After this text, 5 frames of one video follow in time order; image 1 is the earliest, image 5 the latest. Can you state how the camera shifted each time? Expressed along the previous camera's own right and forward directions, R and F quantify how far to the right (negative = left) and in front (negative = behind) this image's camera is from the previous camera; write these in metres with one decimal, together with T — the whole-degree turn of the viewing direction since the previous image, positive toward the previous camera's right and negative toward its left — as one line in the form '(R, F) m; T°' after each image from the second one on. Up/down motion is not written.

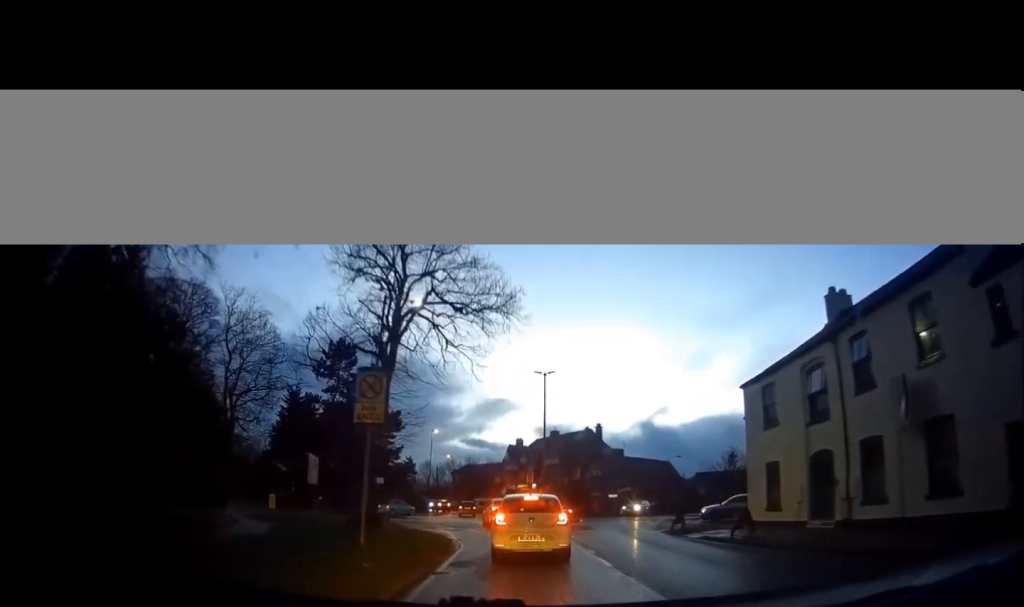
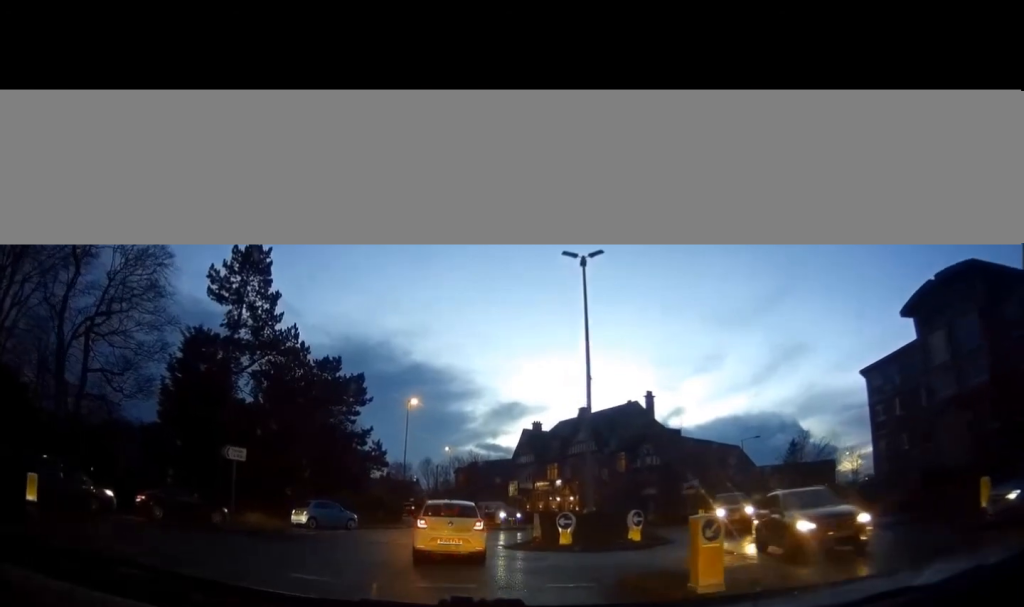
(+0.3, +20.7) m; -2°
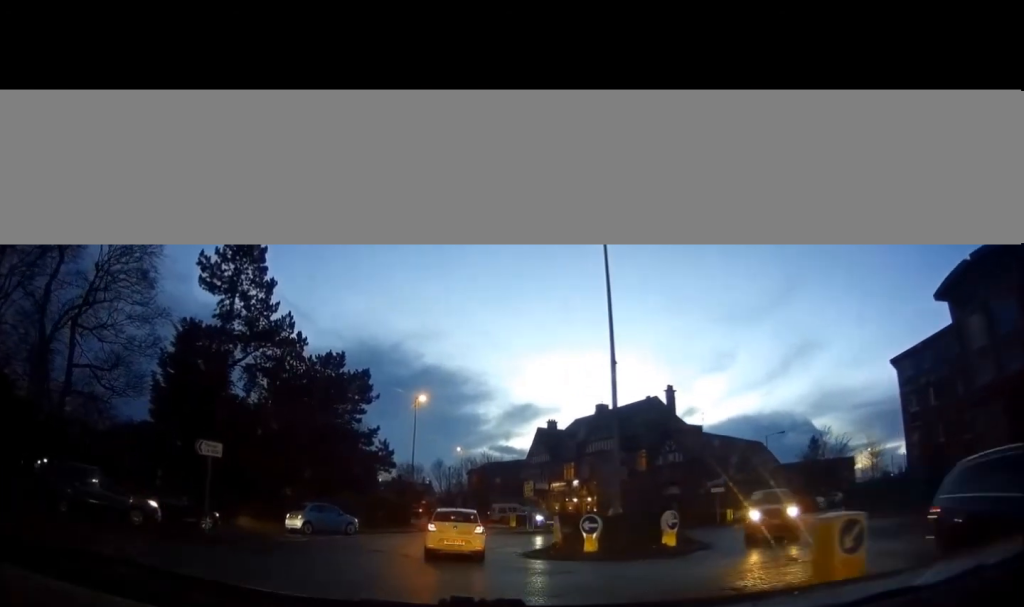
(-0.1, +2.4) m; -3°
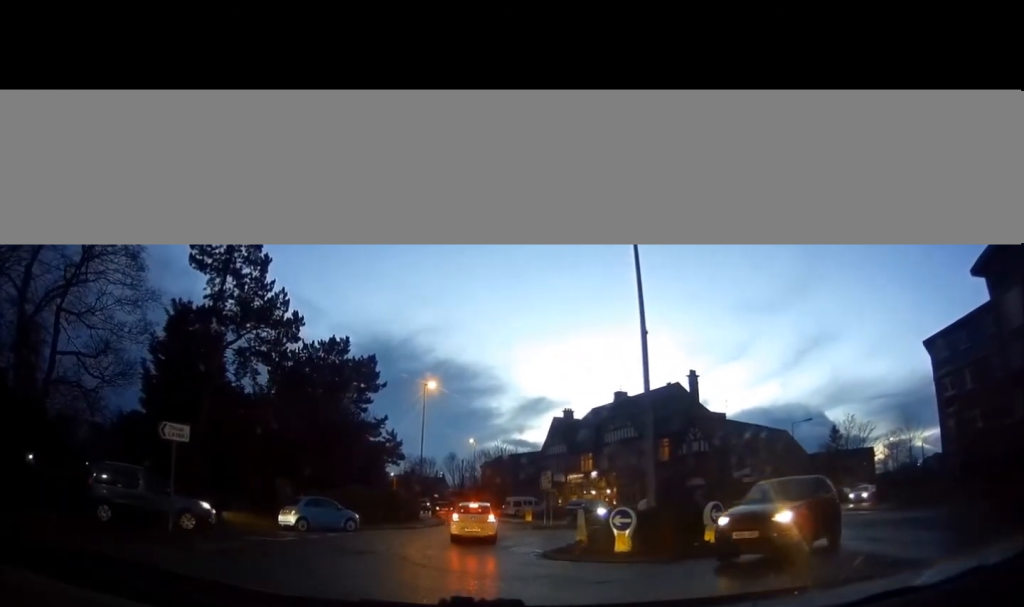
(-0.1, +2.5) m; -2°
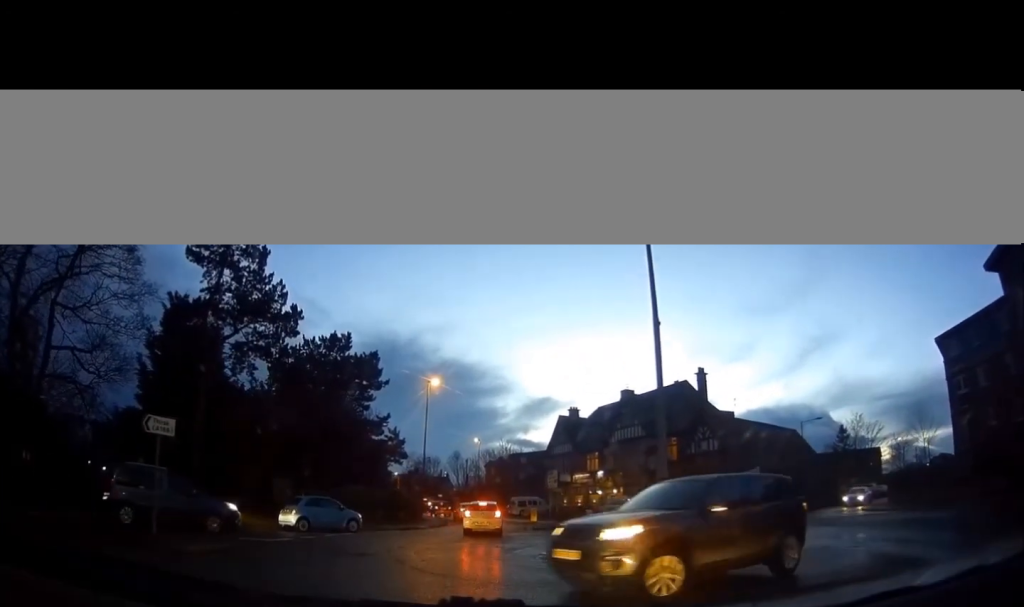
(-0.1, +1.0) m; 0°
